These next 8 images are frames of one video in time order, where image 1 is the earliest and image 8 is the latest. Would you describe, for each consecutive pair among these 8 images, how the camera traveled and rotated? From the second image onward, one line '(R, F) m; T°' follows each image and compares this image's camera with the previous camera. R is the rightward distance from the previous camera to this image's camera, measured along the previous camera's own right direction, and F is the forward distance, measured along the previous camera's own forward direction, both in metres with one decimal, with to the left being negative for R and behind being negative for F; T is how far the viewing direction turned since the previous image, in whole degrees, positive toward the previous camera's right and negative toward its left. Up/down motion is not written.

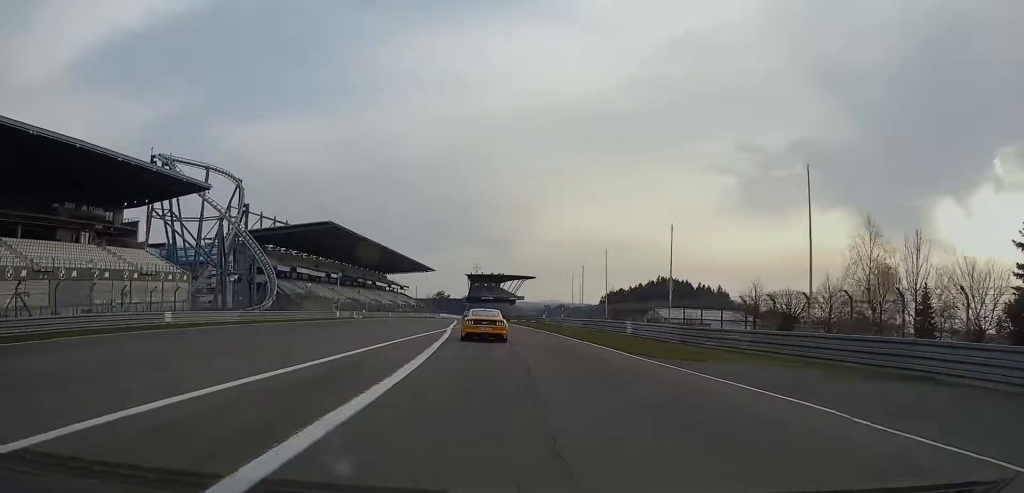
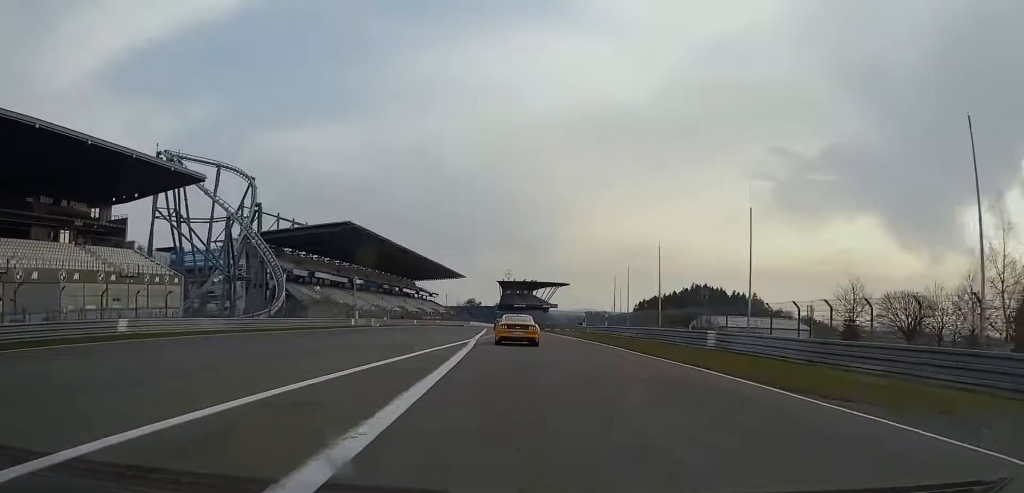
(-0.1, +11.3) m; 0°
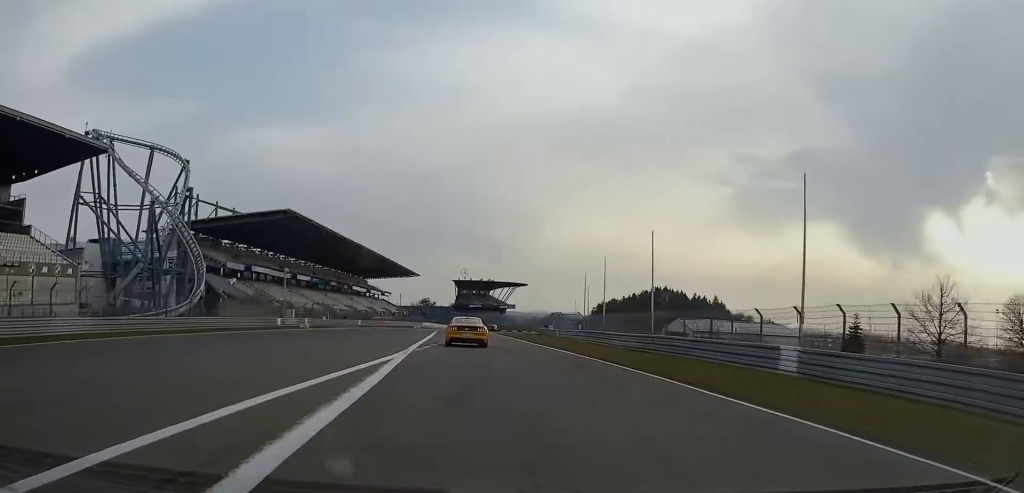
(-0.2, +14.2) m; 0°
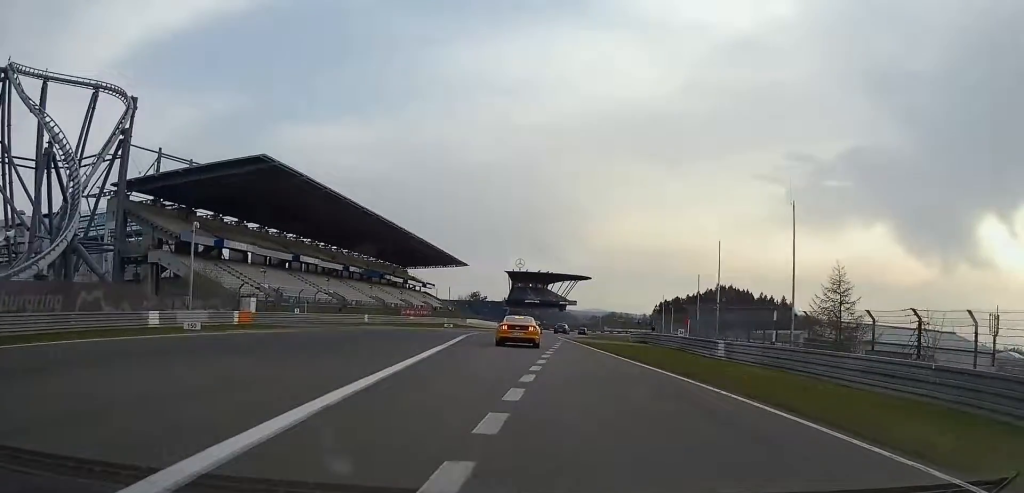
(+0.5, +40.3) m; 0°
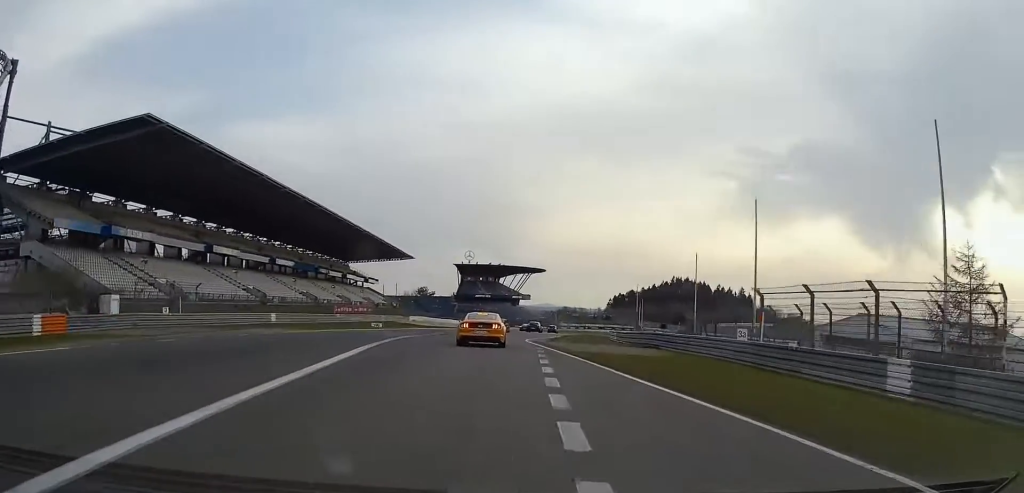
(-0.3, +18.3) m; 0°
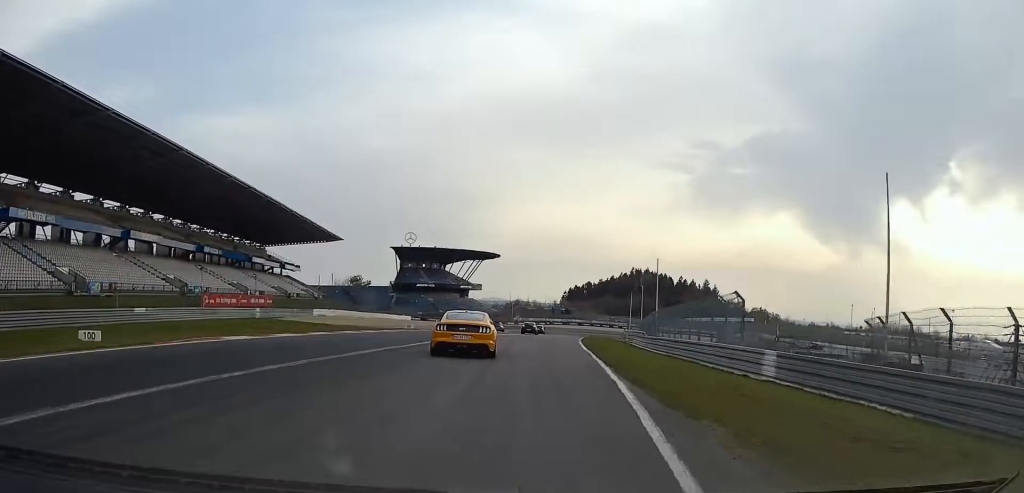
(+1.0, +43.5) m; +4°
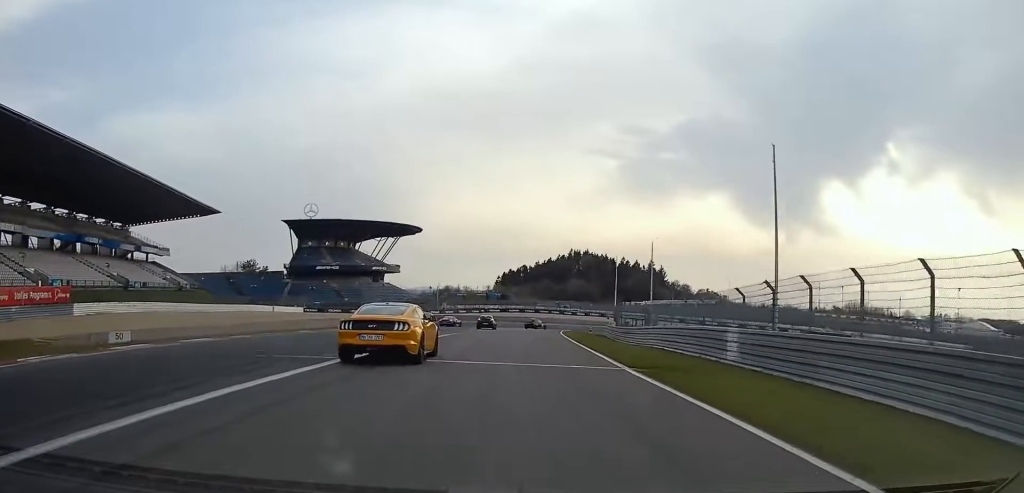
(+3.1, +46.9) m; +7°
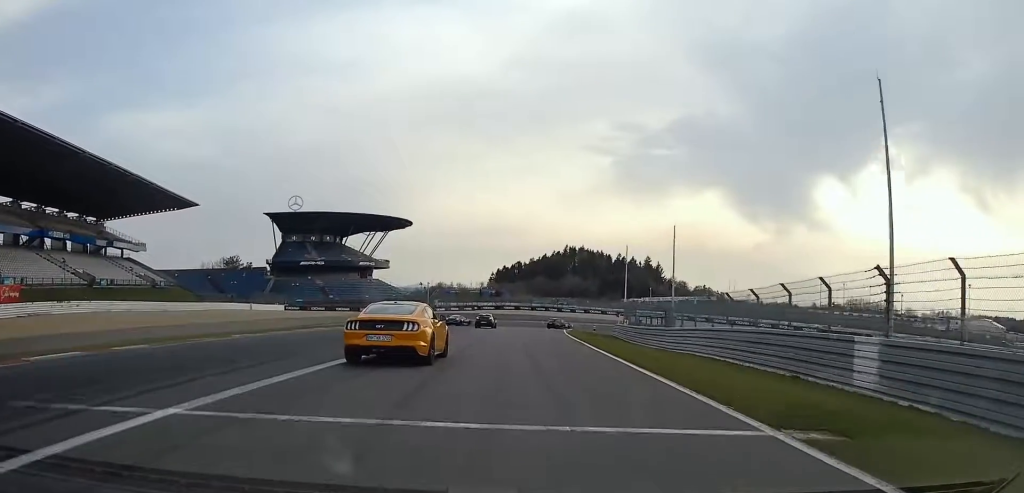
(+0.1, +8.9) m; +1°
